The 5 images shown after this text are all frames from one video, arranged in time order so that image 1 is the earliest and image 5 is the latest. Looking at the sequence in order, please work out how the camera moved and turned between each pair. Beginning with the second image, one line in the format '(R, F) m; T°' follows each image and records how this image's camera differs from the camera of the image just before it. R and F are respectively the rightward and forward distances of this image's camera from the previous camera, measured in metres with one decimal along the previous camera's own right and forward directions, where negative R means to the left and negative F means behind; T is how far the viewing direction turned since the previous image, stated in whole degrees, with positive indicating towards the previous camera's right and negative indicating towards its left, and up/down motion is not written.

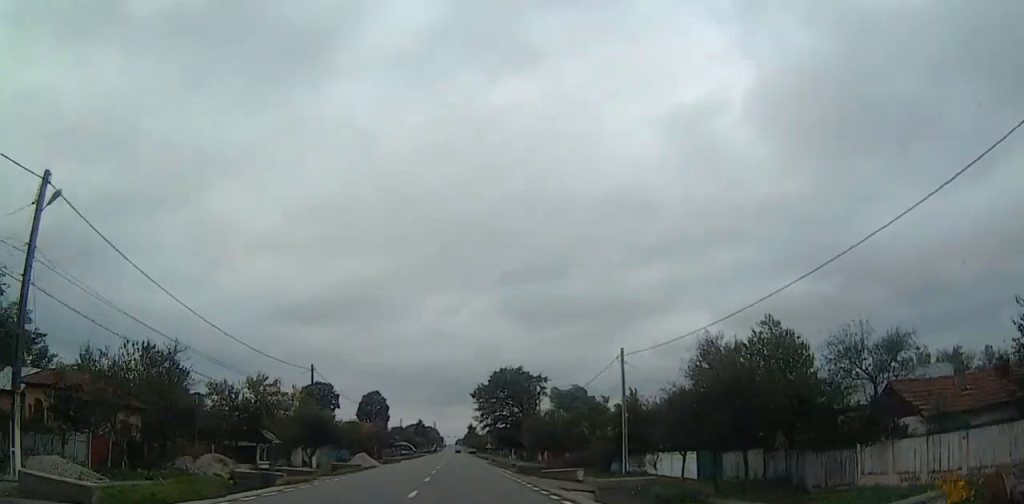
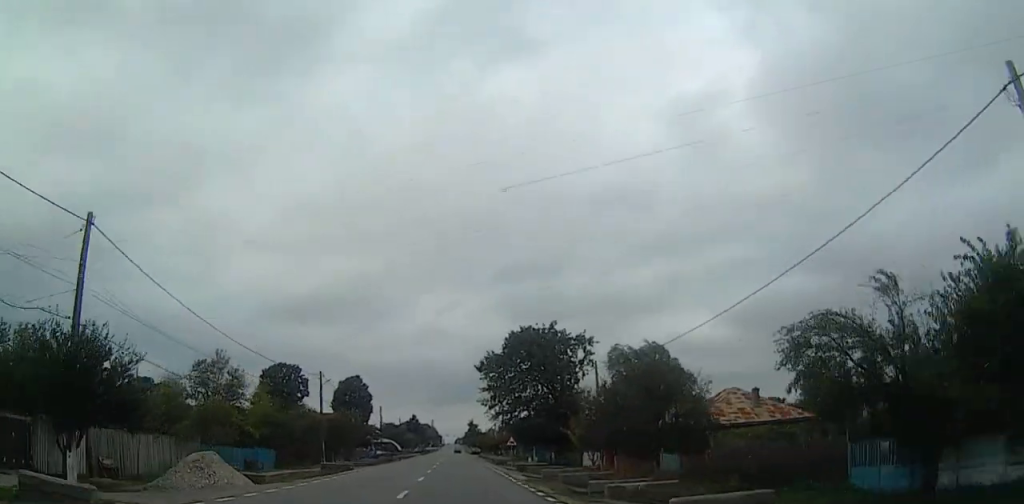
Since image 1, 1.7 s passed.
(-0.2, +35.9) m; 0°
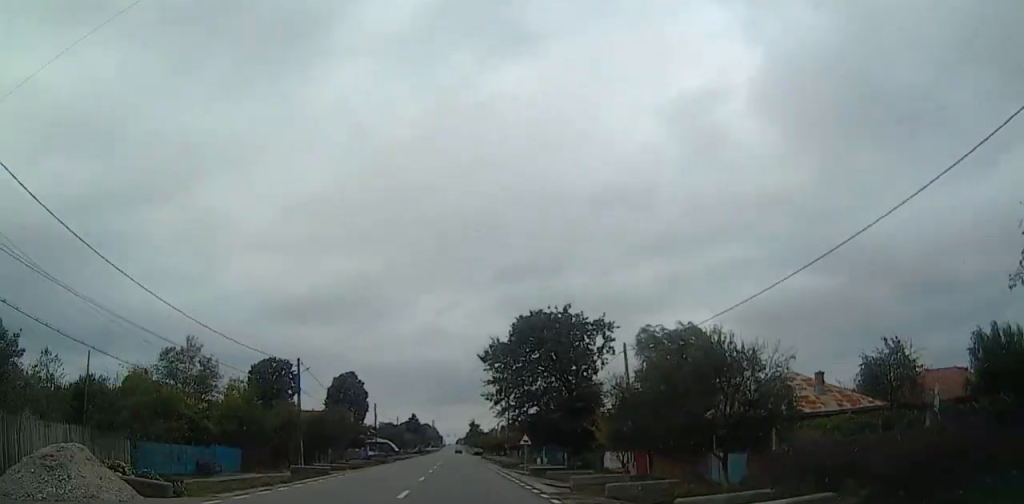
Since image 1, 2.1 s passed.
(0.0, +8.6) m; 0°
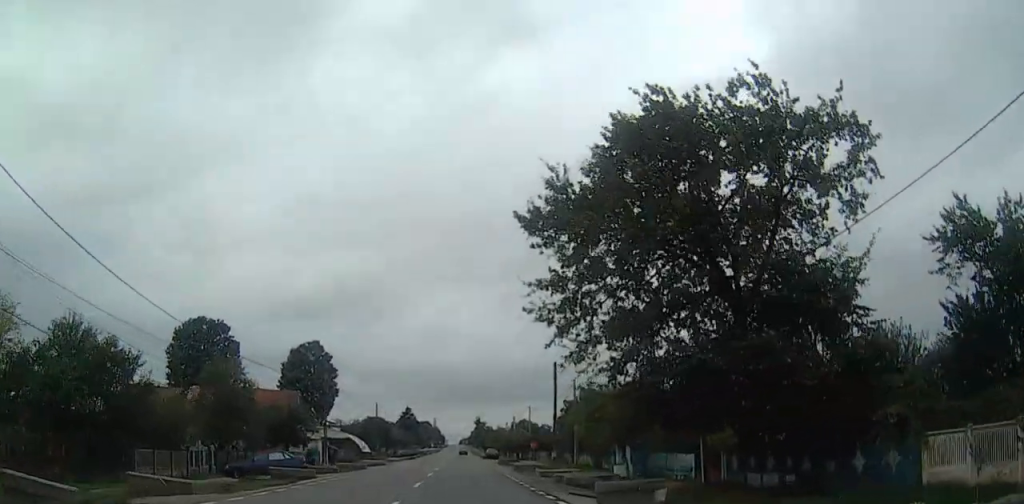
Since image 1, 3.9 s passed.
(+0.1, +39.1) m; 0°
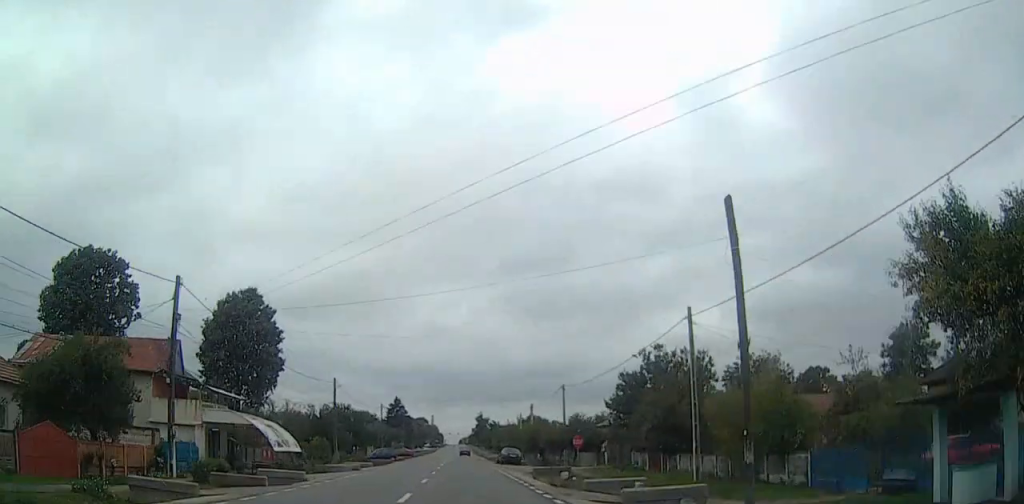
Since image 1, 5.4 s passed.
(-0.1, +32.3) m; -1°
